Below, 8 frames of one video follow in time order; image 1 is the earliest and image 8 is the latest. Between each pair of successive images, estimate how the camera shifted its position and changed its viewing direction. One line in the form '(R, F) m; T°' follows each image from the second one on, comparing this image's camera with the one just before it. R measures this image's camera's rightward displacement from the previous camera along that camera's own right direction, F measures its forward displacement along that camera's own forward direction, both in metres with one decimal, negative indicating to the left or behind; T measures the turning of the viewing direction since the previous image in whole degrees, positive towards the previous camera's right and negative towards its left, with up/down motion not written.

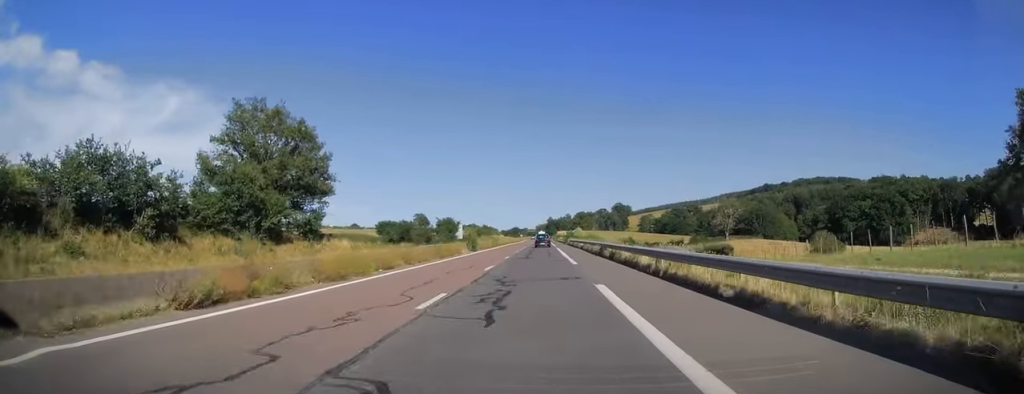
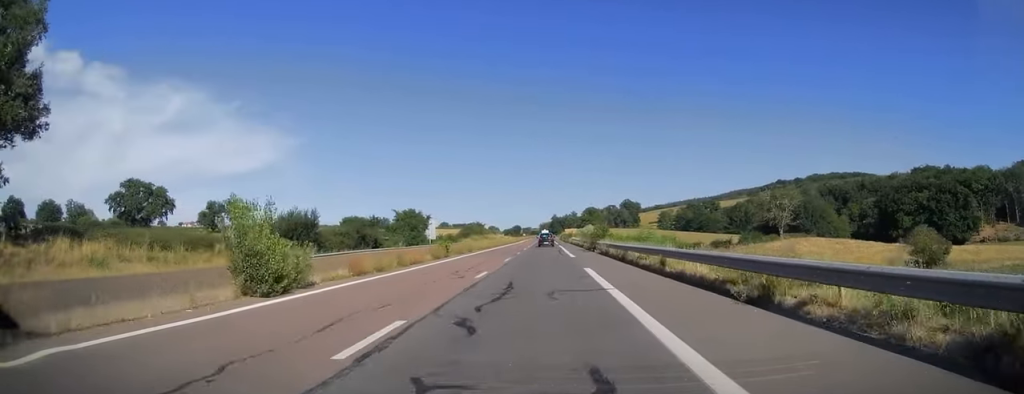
(+0.1, +43.9) m; +1°
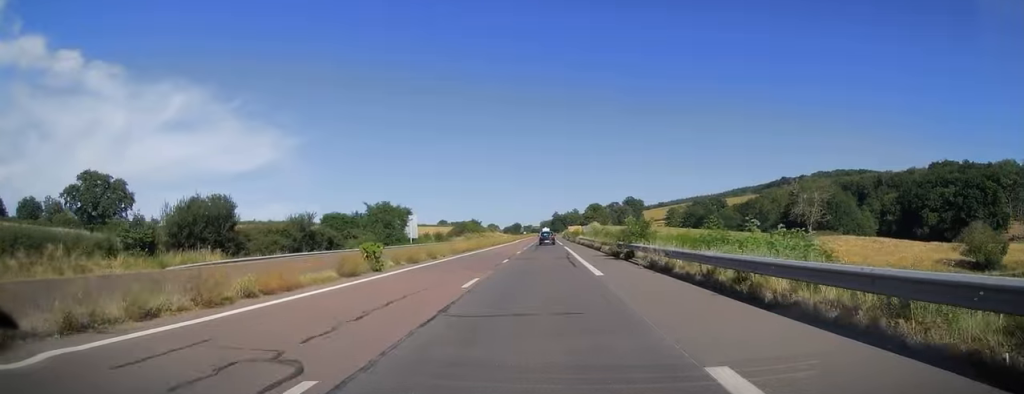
(0.0, +17.0) m; 0°
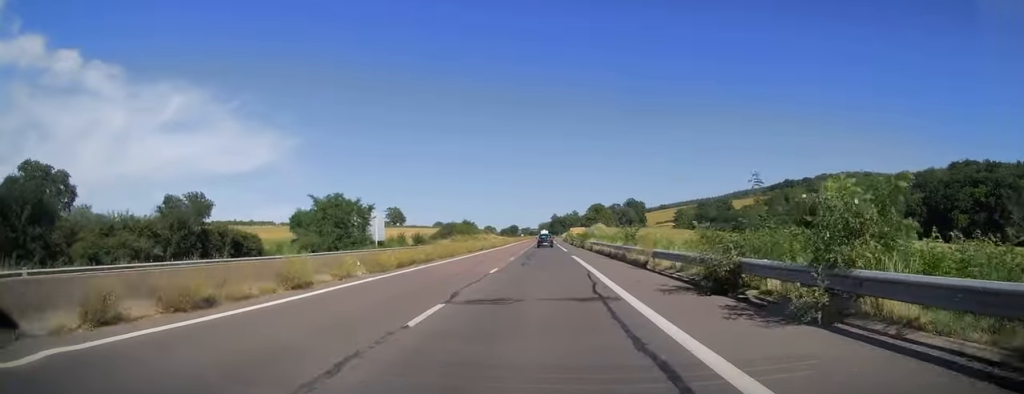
(0.0, +19.5) m; 0°
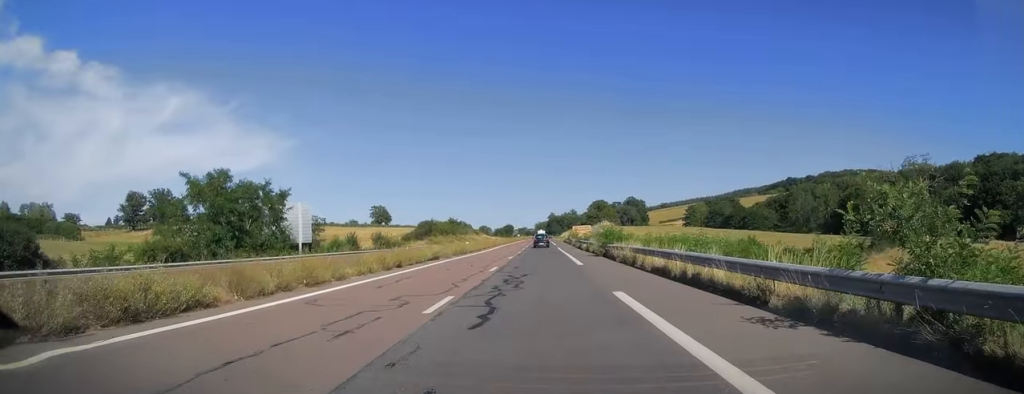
(+0.1, +24.4) m; -1°
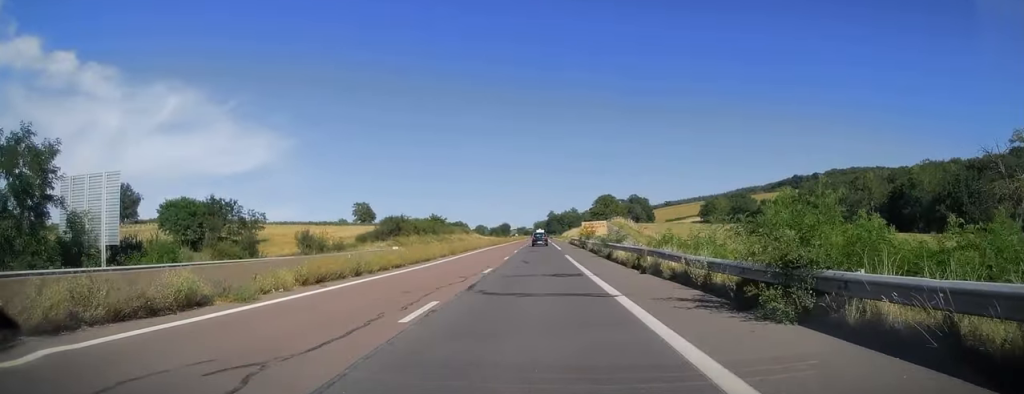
(-0.4, +27.3) m; 0°
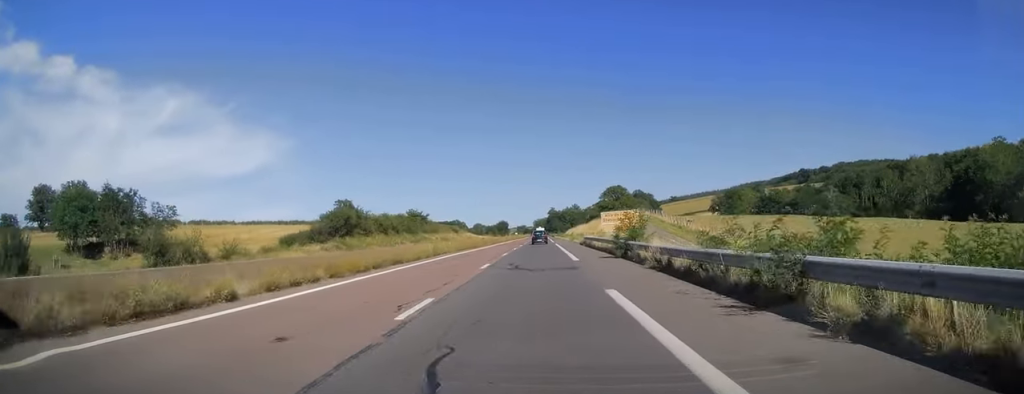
(+0.3, +25.9) m; +1°
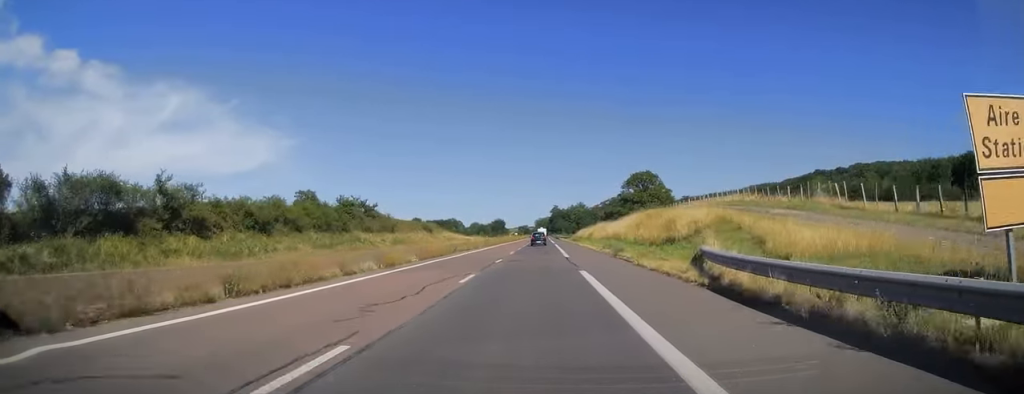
(+0.2, +44.5) m; 0°
